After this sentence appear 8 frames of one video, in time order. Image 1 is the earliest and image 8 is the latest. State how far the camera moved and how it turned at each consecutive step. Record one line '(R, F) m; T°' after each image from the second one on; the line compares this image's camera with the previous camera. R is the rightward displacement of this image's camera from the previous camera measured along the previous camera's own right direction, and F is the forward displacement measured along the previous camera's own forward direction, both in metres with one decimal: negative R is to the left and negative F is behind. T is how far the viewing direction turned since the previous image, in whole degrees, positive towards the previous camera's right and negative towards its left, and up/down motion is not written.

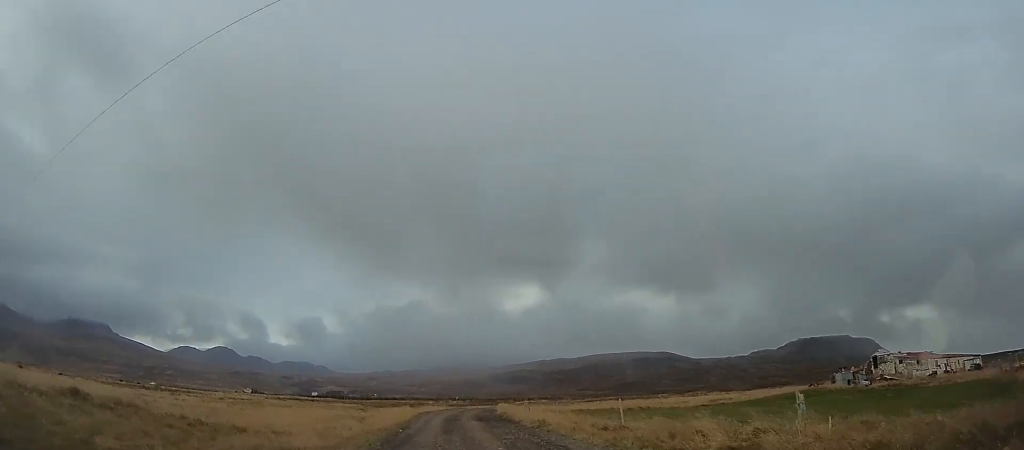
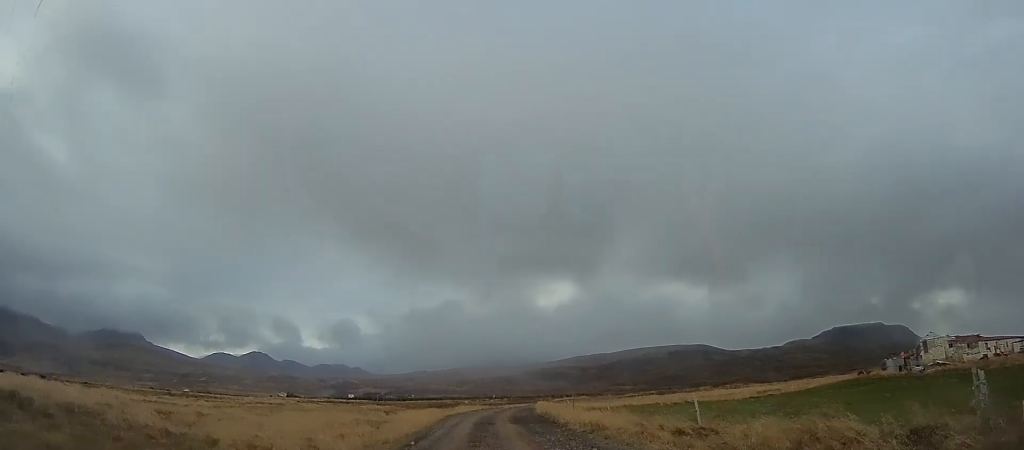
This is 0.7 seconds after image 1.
(+0.2, +4.1) m; -4°
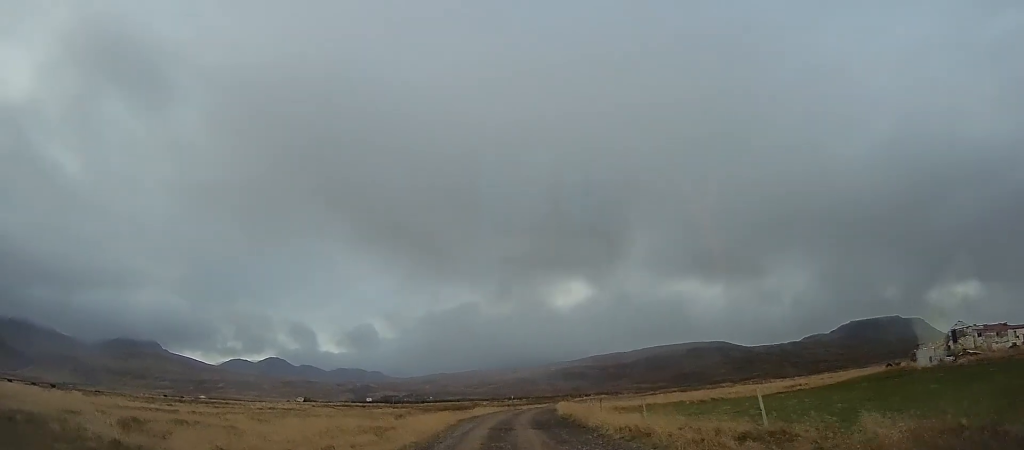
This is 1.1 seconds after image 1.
(-0.3, +2.8) m; 0°
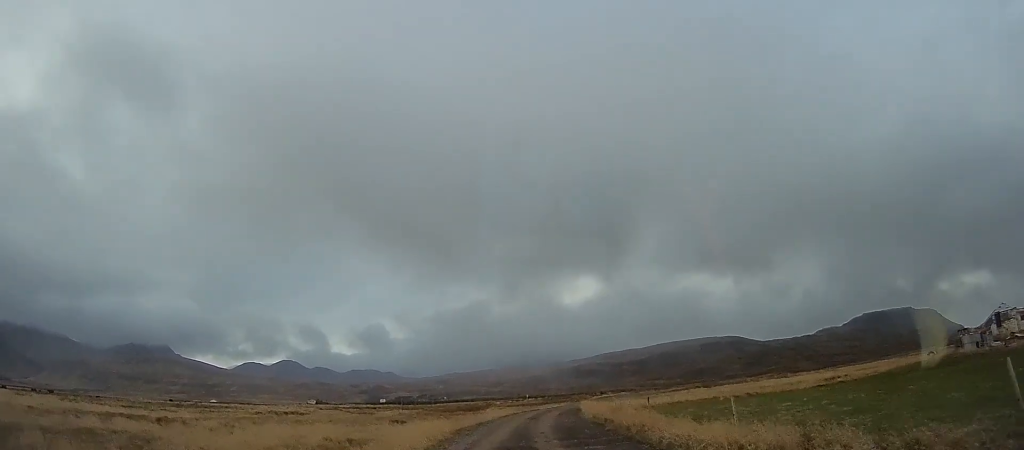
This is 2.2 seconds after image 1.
(-0.1, +6.5) m; 0°
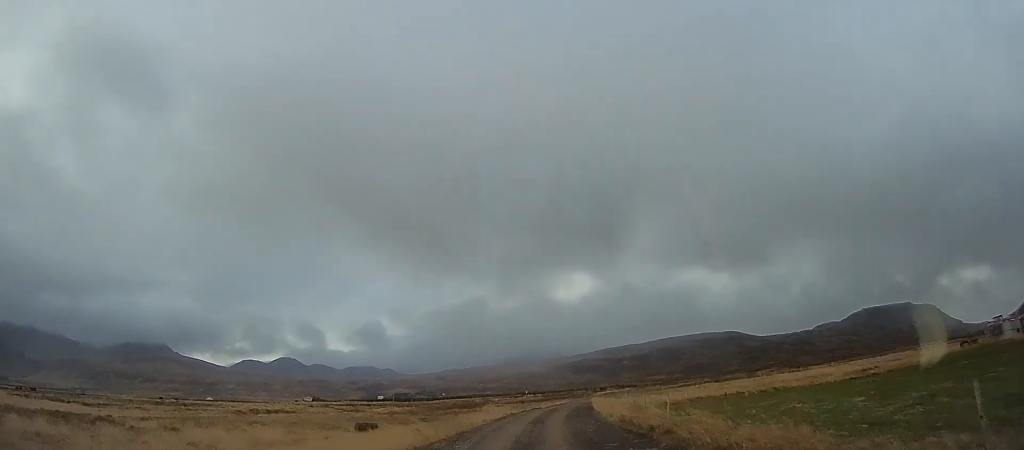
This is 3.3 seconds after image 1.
(-0.1, +7.2) m; -2°
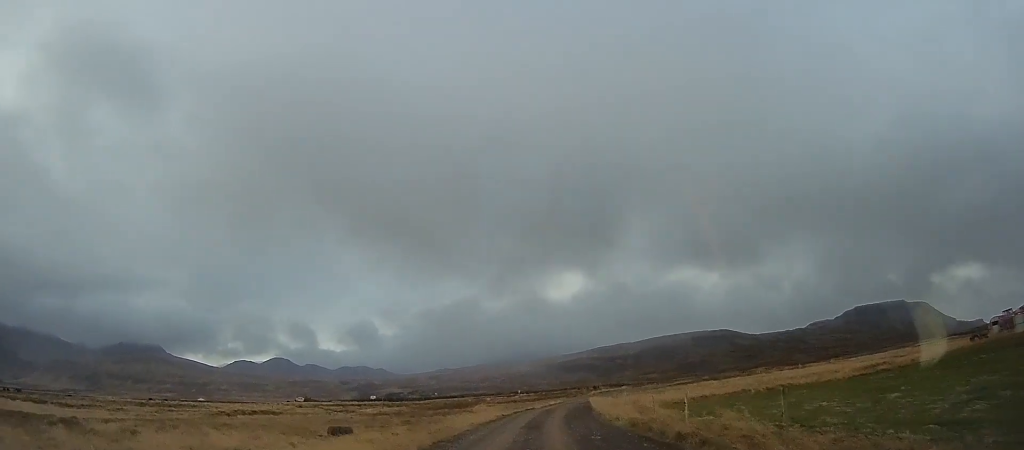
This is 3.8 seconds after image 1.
(-0.2, +3.1) m; -1°
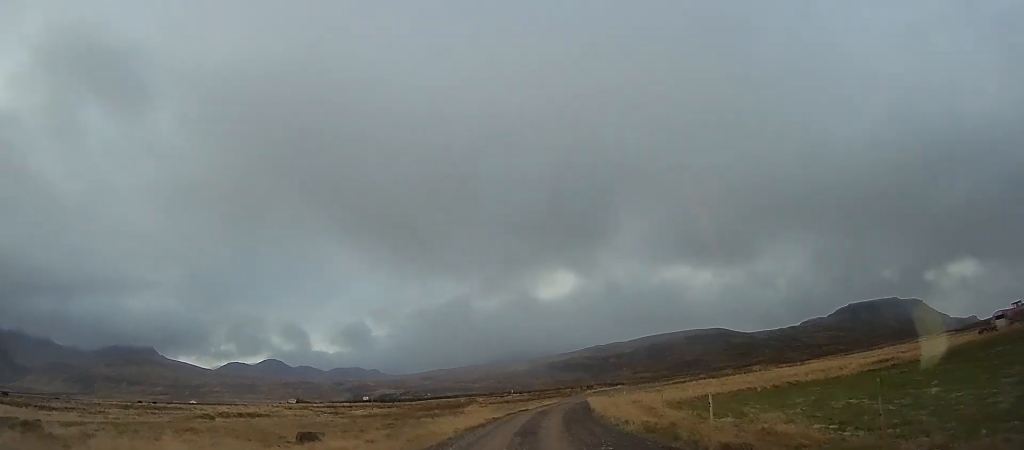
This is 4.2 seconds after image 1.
(+0.2, +3.1) m; +3°
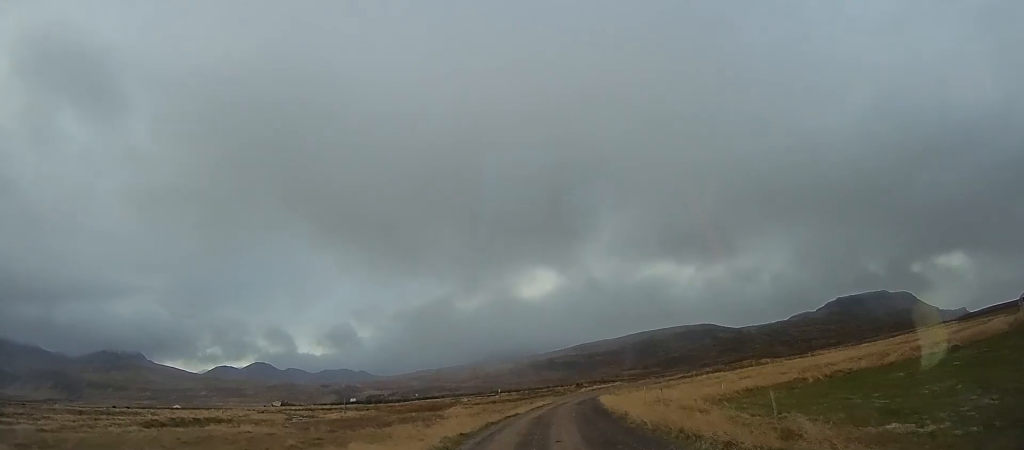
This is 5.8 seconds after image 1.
(+1.0, +11.2) m; +3°
